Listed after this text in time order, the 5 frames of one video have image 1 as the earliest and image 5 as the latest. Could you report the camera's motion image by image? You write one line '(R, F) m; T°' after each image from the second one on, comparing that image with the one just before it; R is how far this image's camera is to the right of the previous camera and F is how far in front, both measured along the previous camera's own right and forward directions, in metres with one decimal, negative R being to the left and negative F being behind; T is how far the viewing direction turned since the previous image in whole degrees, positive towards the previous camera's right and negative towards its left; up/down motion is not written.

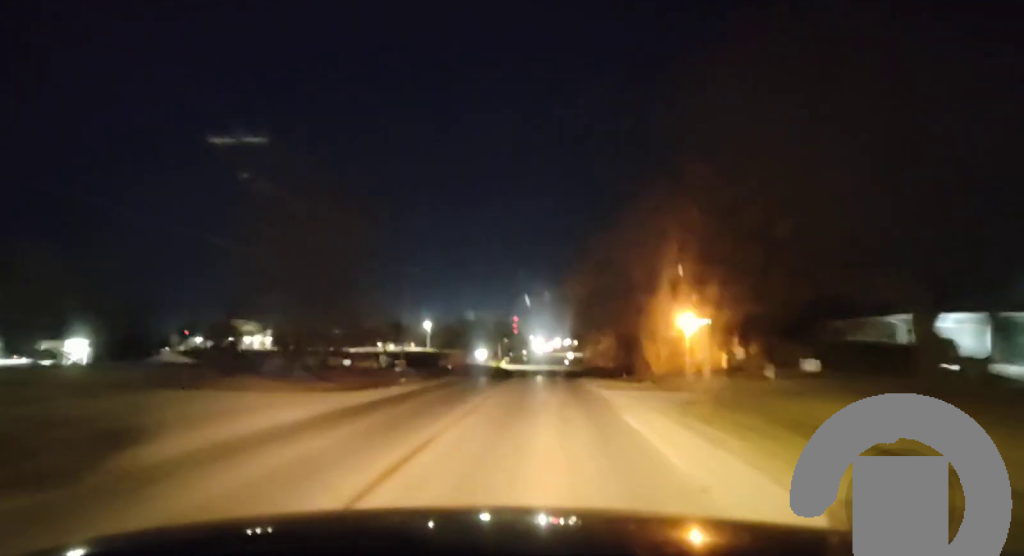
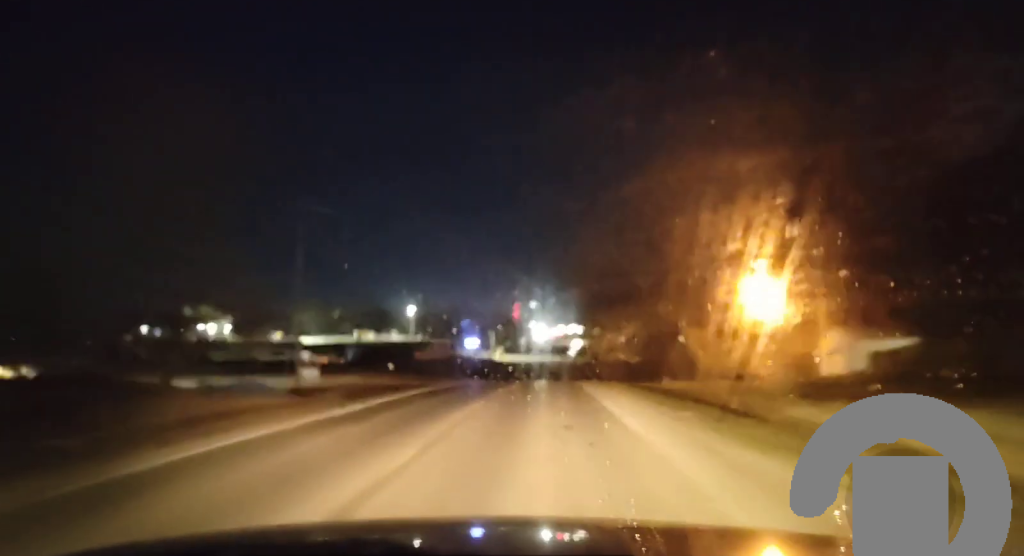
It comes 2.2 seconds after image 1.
(-0.1, +35.3) m; 0°
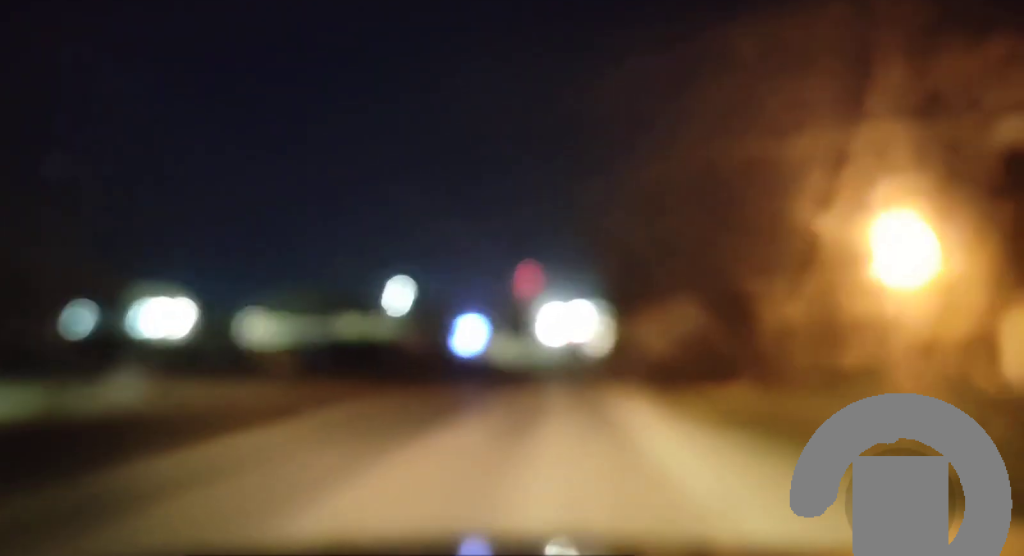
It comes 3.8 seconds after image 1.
(+0.2, +25.4) m; 0°
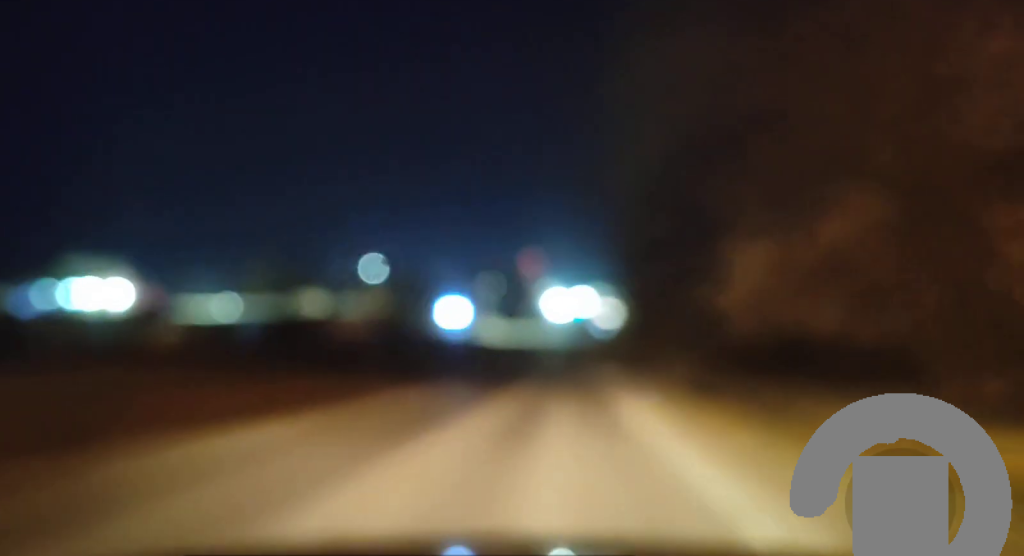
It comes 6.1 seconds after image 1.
(-0.3, +37.3) m; 0°
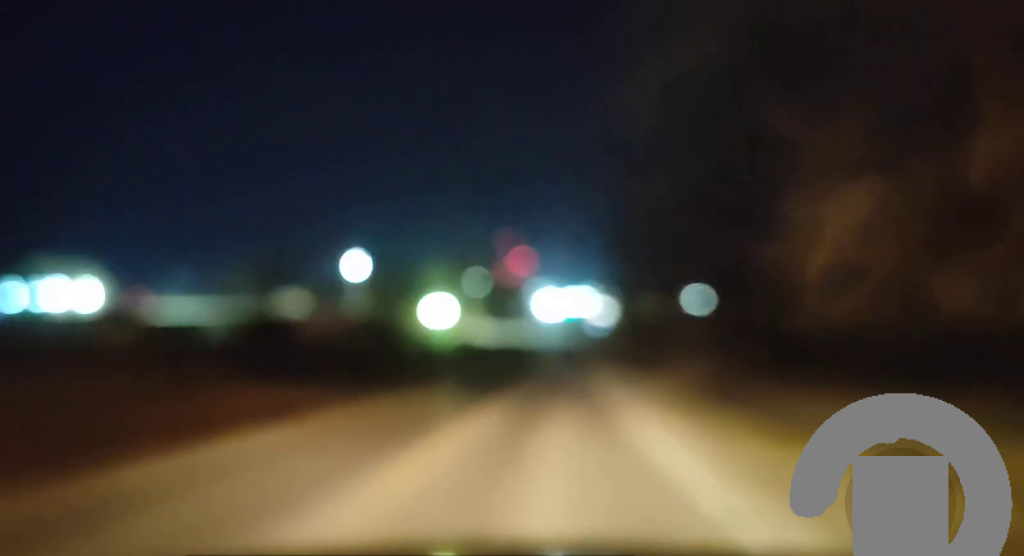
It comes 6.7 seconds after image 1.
(0.0, +9.9) m; 0°
